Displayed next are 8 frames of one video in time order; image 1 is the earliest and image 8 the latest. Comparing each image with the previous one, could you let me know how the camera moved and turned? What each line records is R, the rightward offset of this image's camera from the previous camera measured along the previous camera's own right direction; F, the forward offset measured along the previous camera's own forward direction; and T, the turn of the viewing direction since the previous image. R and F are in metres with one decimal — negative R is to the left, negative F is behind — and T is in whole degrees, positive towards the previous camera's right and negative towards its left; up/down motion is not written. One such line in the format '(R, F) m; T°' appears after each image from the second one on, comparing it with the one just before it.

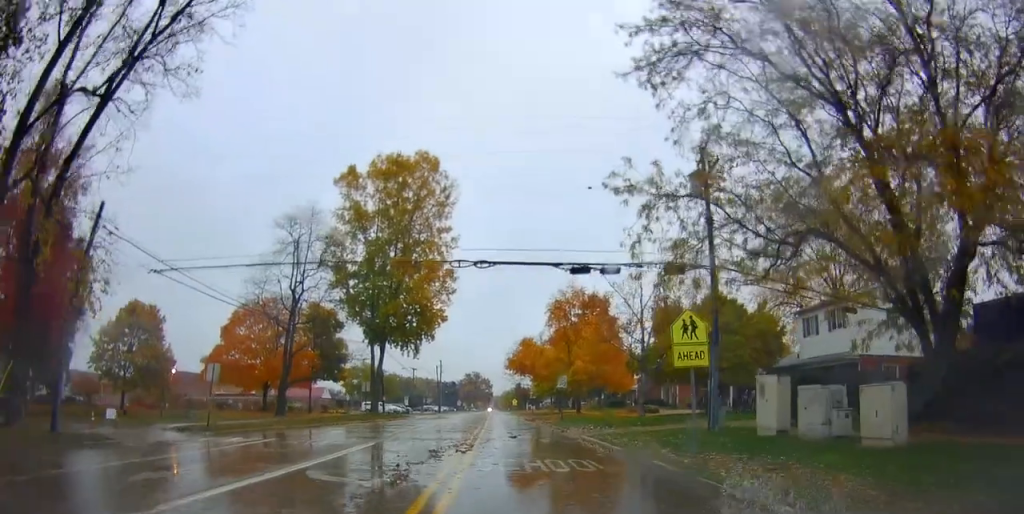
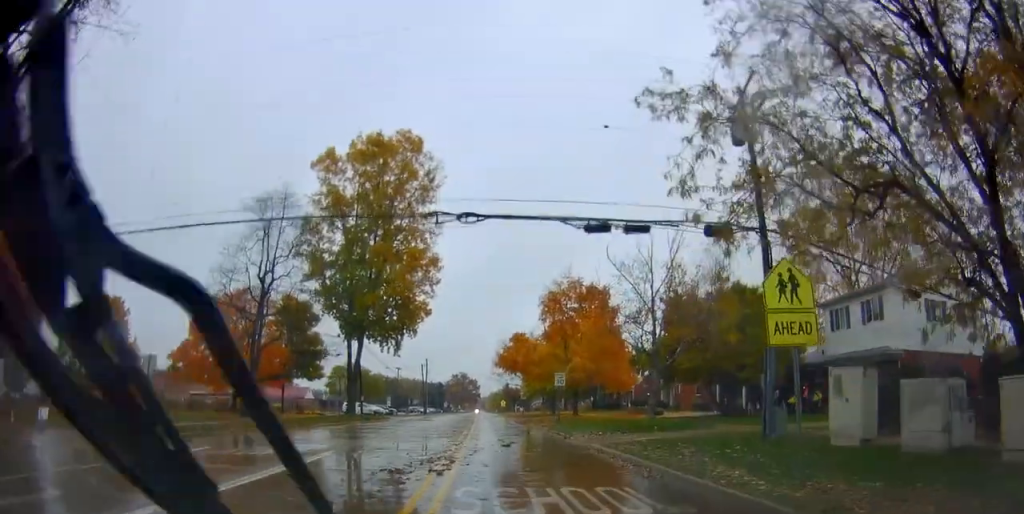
(+0.1, +5.0) m; +7°
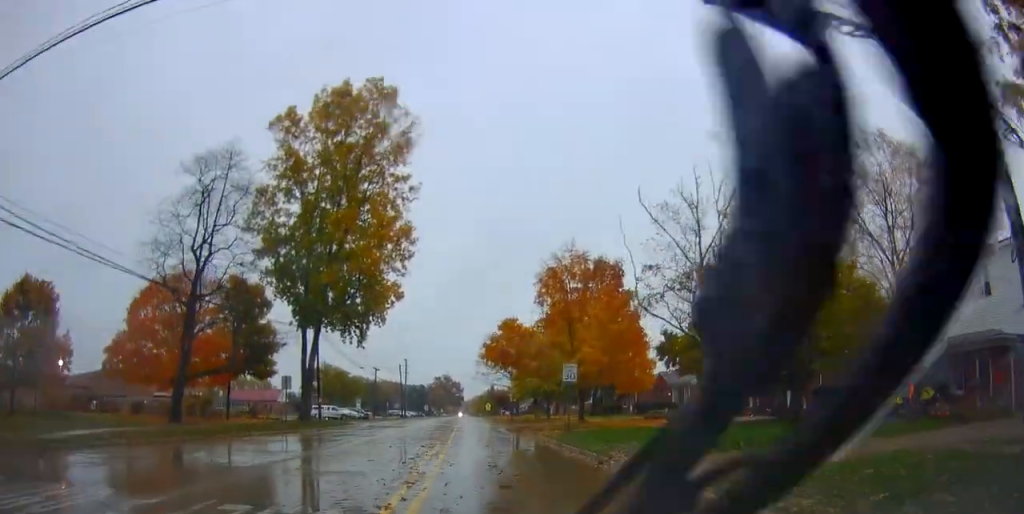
(+0.8, +10.6) m; +3°
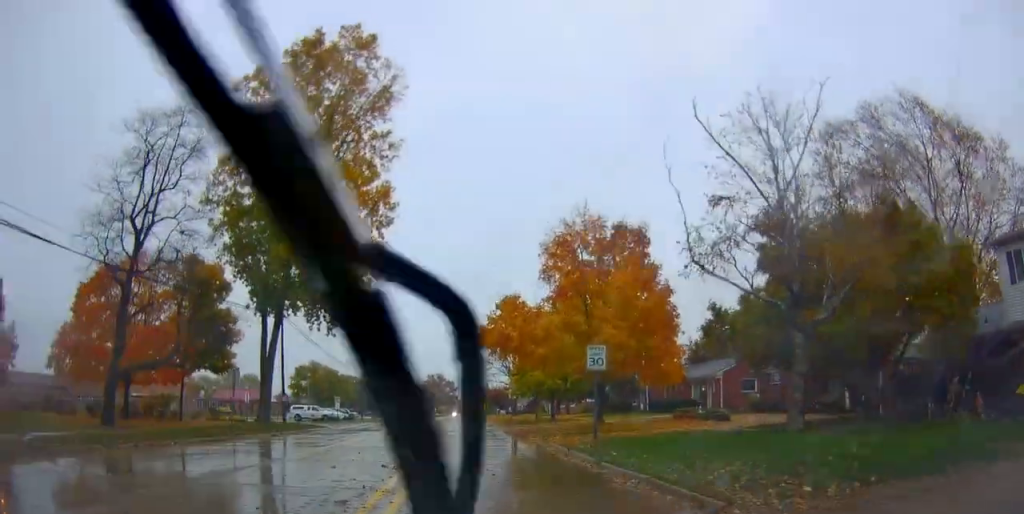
(+0.1, +7.6) m; 0°
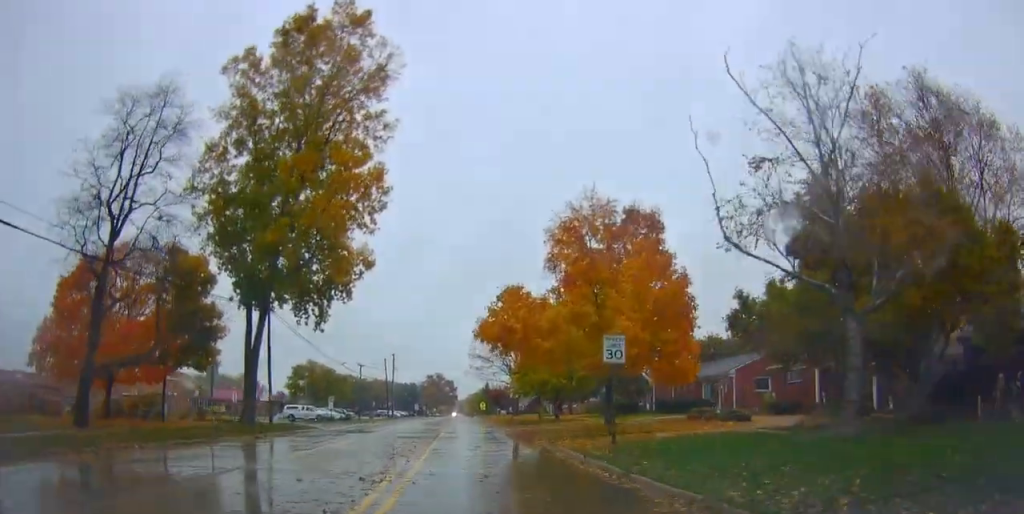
(0.0, +2.6) m; -1°
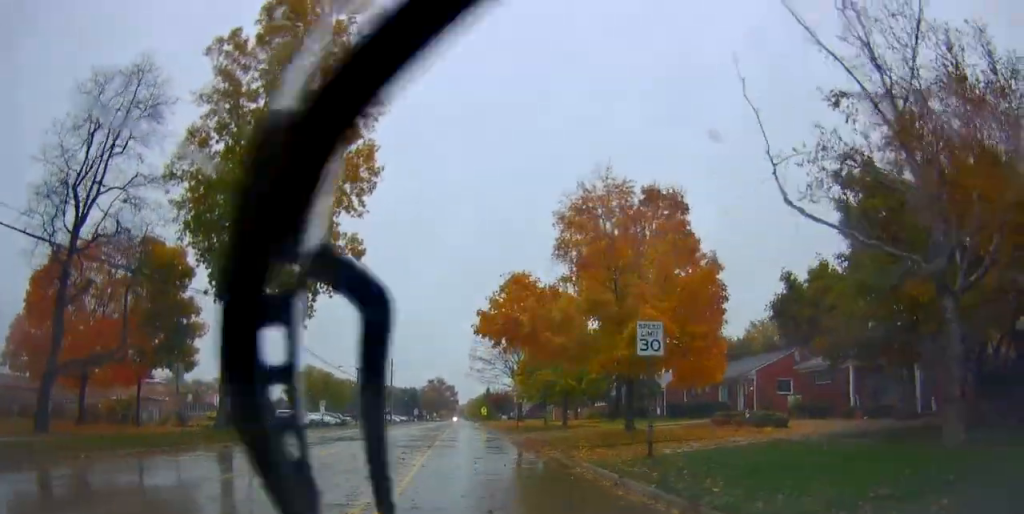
(-0.1, +3.5) m; -2°
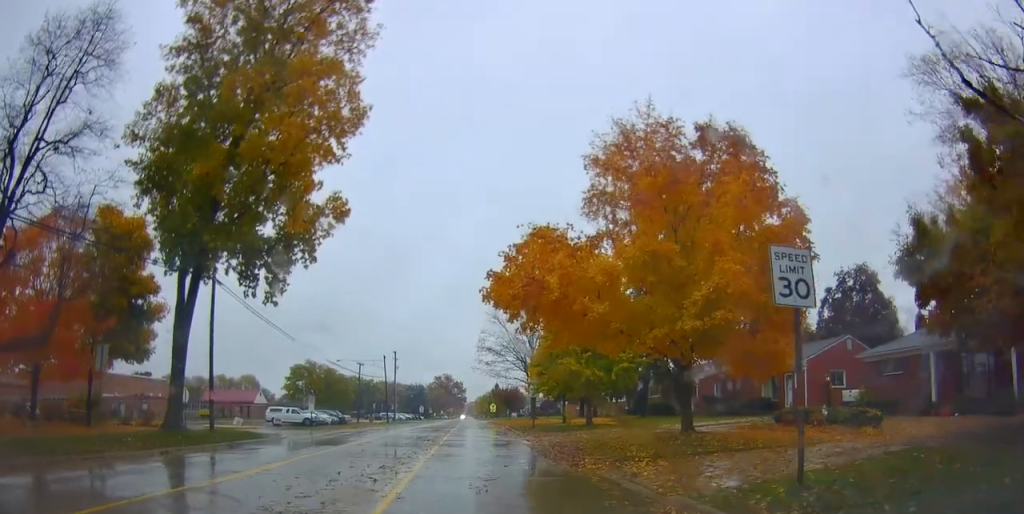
(-0.2, +5.8) m; -2°
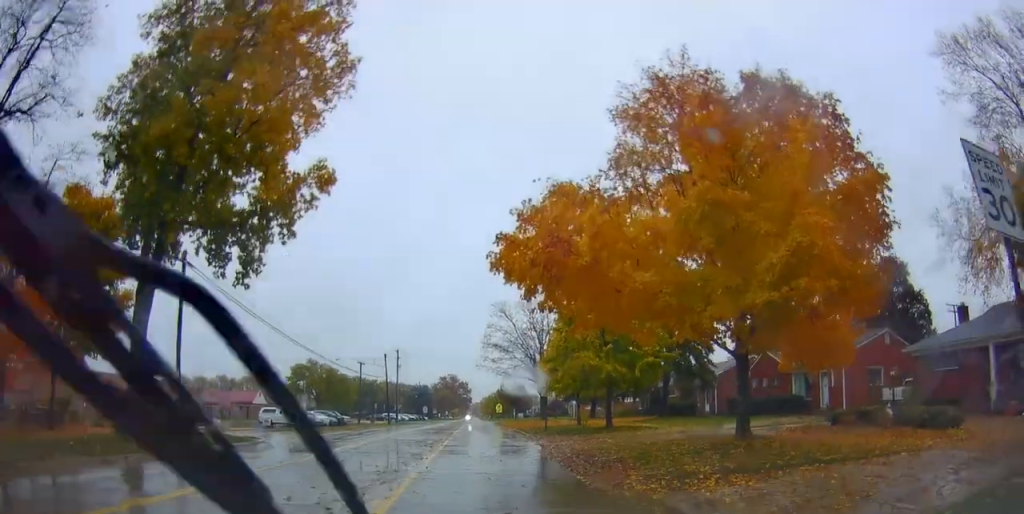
(0.0, +3.5) m; +1°
